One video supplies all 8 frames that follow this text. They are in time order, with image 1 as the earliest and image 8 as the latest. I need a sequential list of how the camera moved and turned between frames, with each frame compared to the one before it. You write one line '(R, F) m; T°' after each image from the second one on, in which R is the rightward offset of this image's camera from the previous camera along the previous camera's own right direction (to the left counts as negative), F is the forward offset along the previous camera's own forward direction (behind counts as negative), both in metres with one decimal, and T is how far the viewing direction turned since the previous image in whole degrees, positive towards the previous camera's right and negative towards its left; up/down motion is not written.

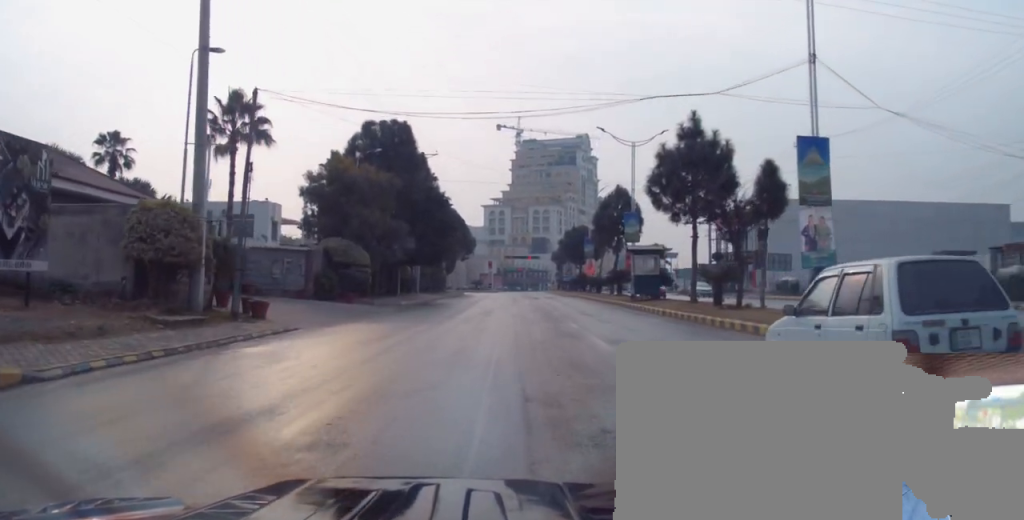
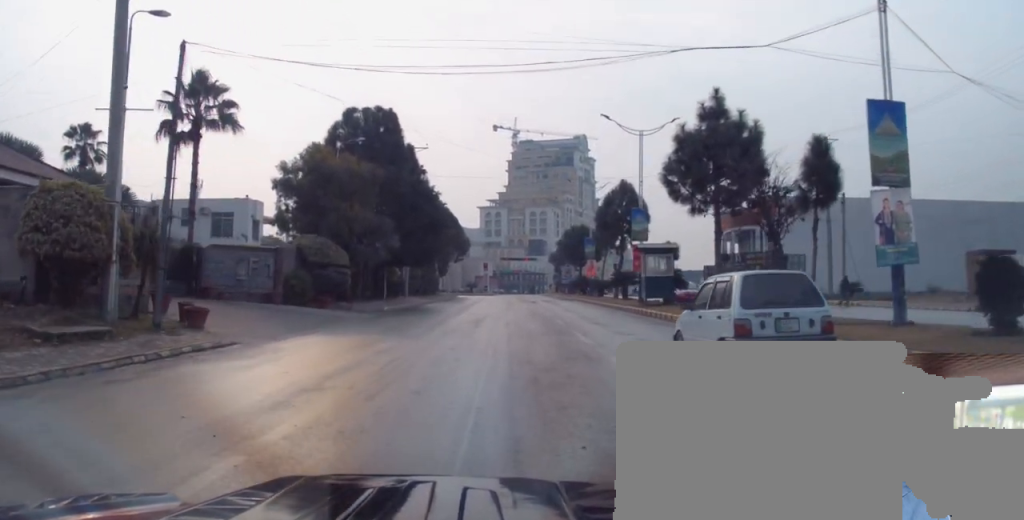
(0.0, +4.2) m; 0°
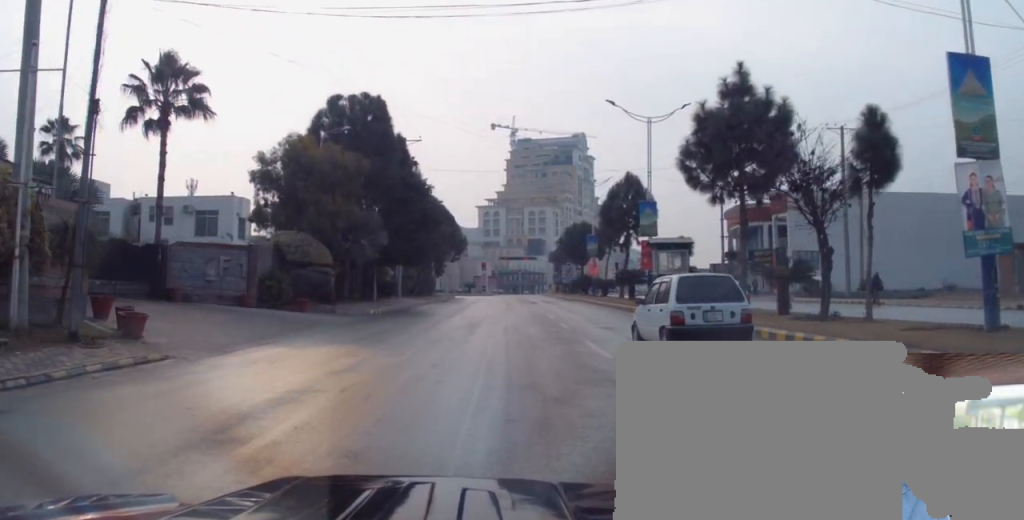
(0.0, +3.1) m; -1°
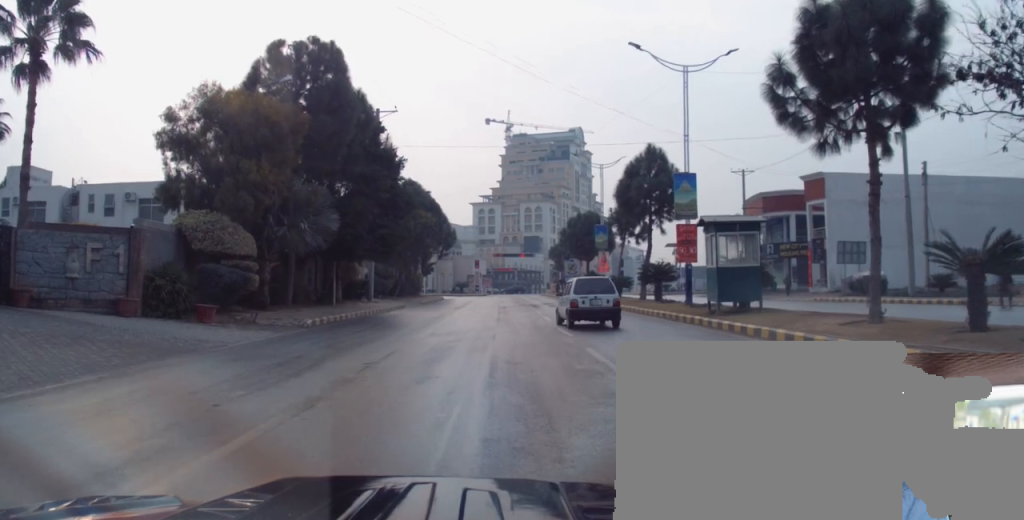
(-0.4, +9.5) m; -3°
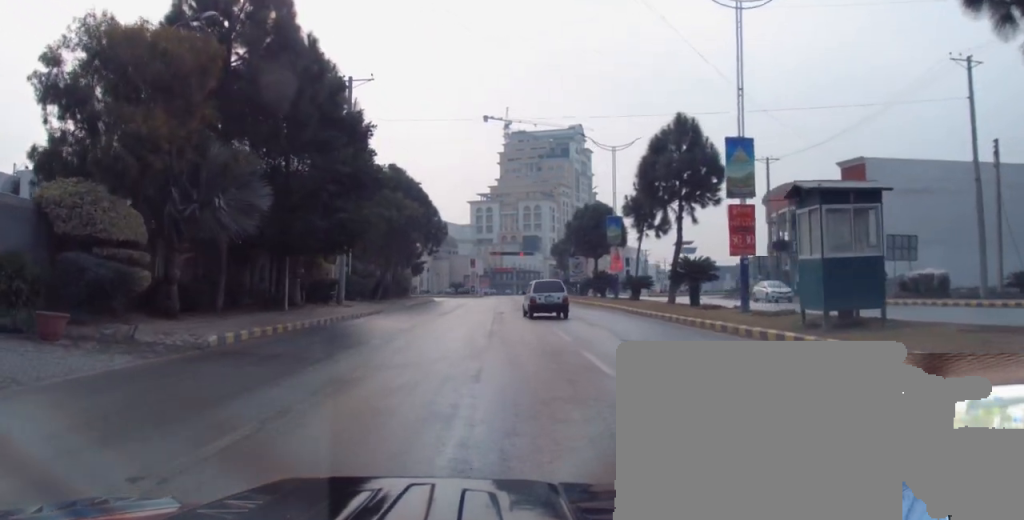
(+0.2, +7.4) m; +5°
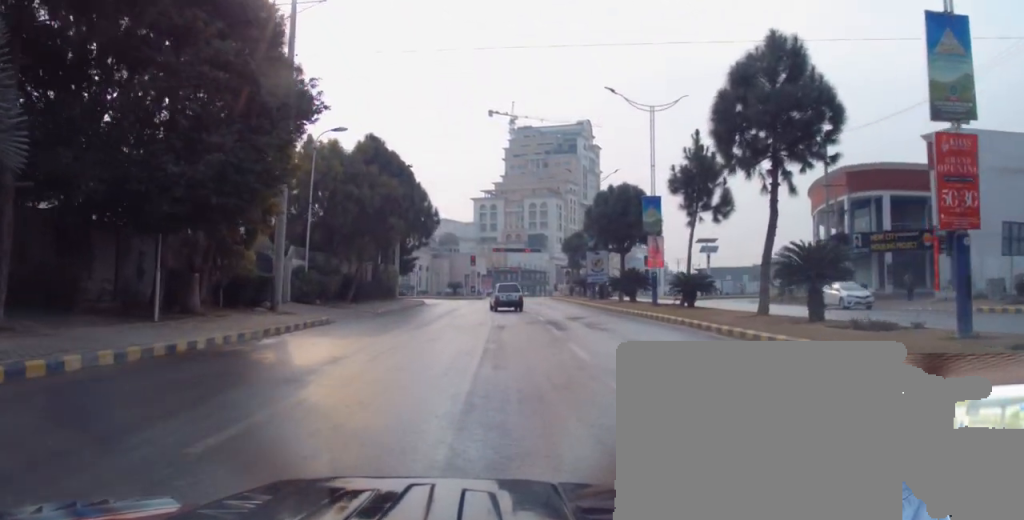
(-0.1, +11.2) m; -5°
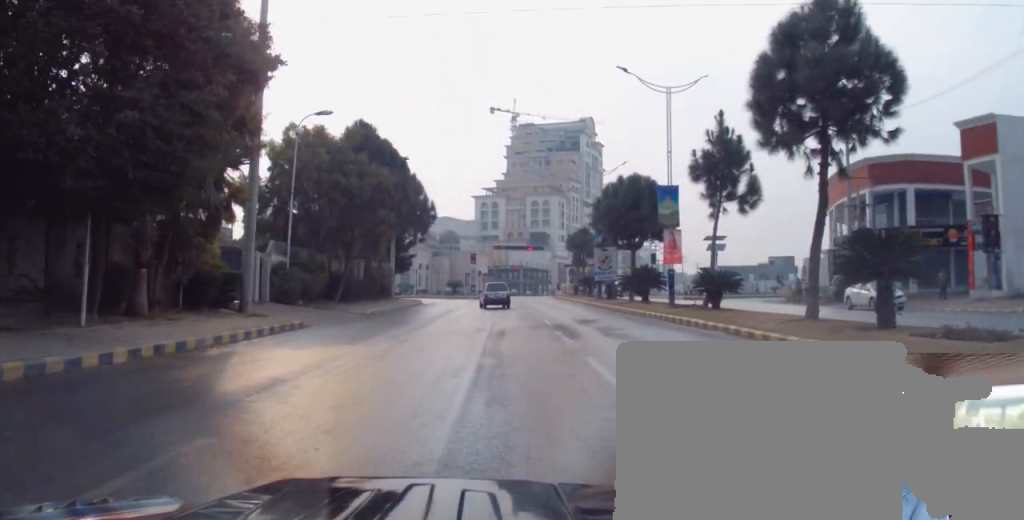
(-0.1, +3.3) m; -2°
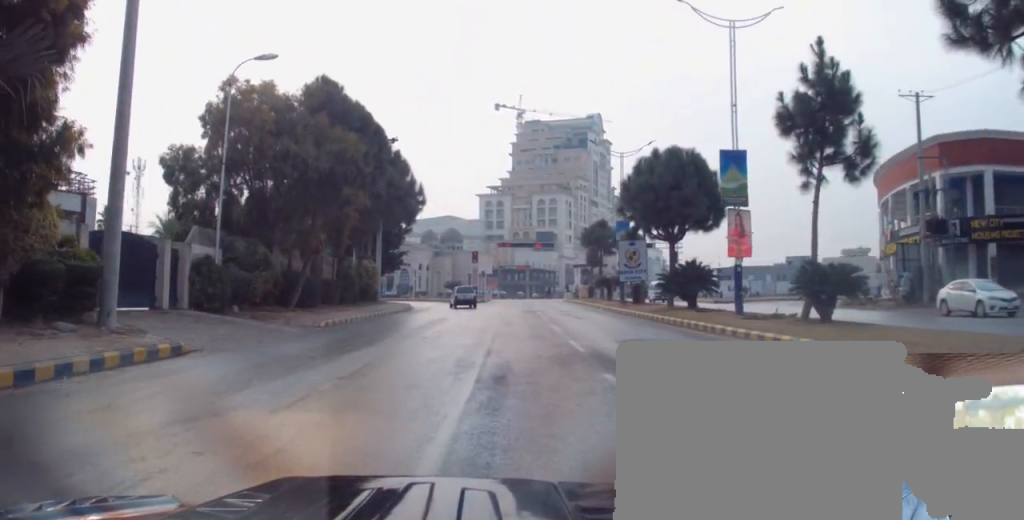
(+0.2, +8.8) m; +4°
